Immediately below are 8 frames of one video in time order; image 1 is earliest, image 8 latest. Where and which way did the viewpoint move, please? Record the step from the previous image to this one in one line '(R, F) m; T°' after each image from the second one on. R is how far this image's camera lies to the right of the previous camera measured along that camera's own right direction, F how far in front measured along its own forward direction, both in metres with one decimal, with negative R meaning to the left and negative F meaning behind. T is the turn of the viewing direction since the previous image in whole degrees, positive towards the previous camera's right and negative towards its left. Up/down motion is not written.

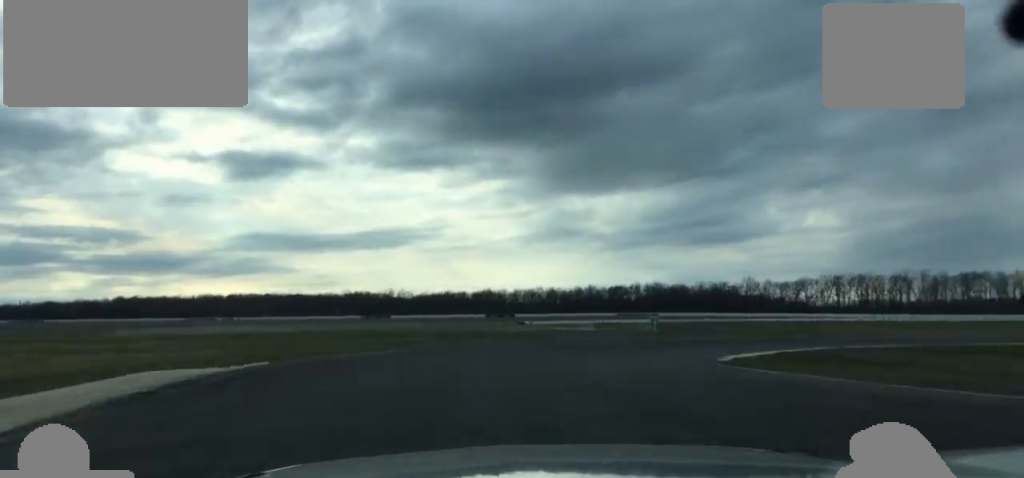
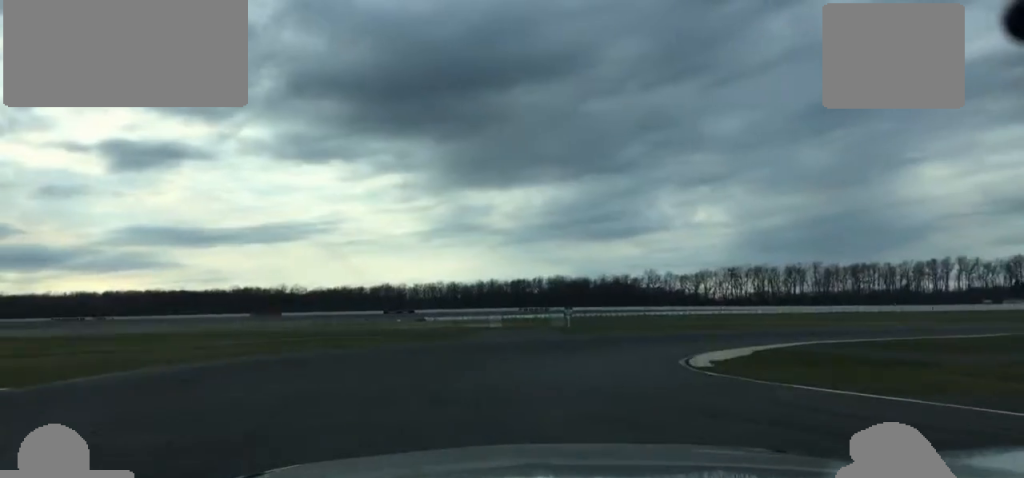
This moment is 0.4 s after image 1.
(+0.7, +9.0) m; +6°
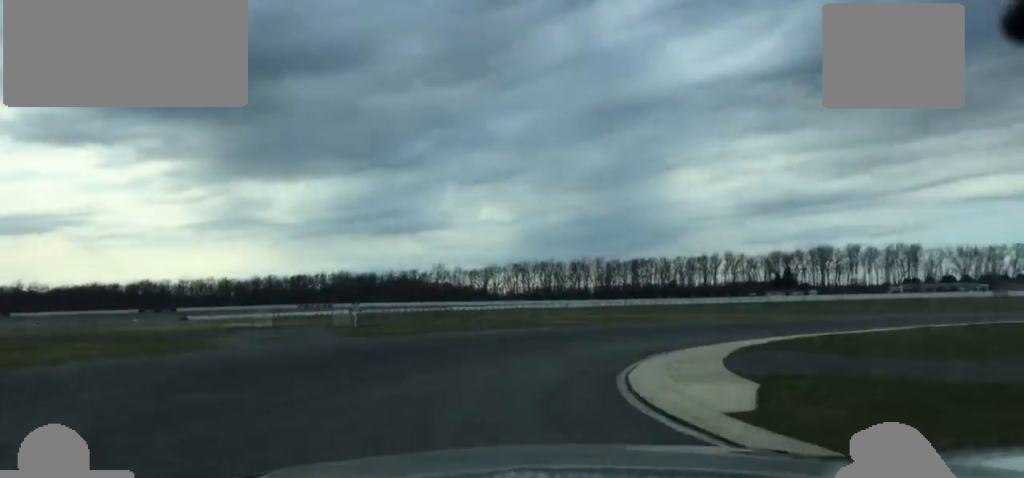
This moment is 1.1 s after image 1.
(+1.3, +16.0) m; +12°
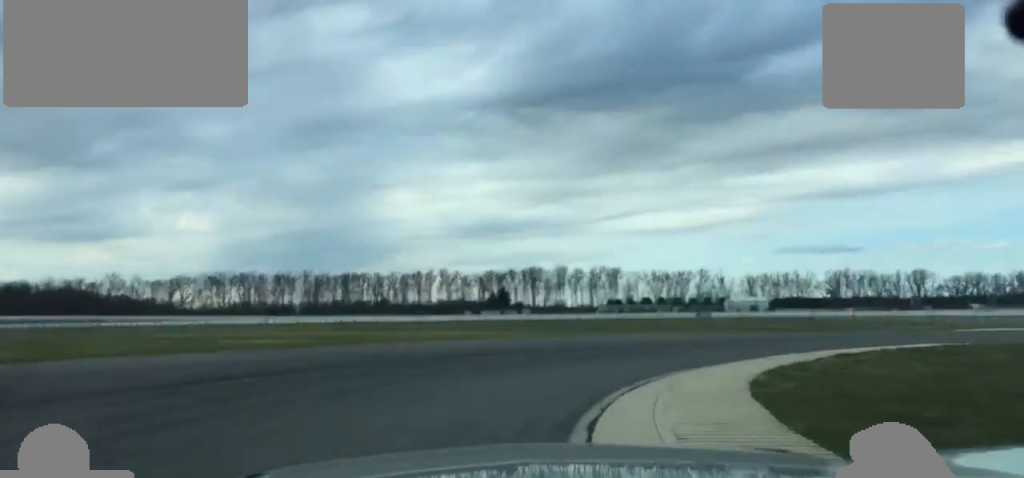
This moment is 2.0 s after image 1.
(+2.2, +18.3) m; +18°
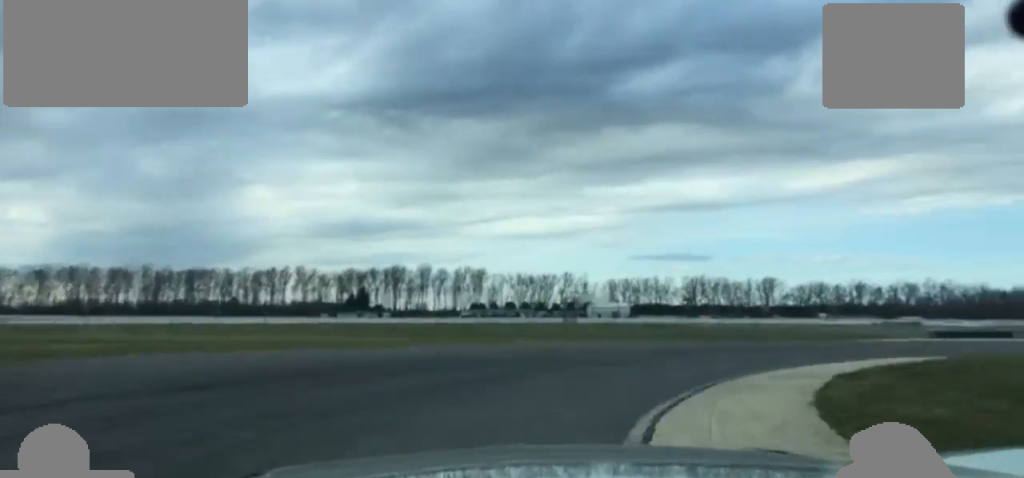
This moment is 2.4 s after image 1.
(+1.1, +8.2) m; +10°
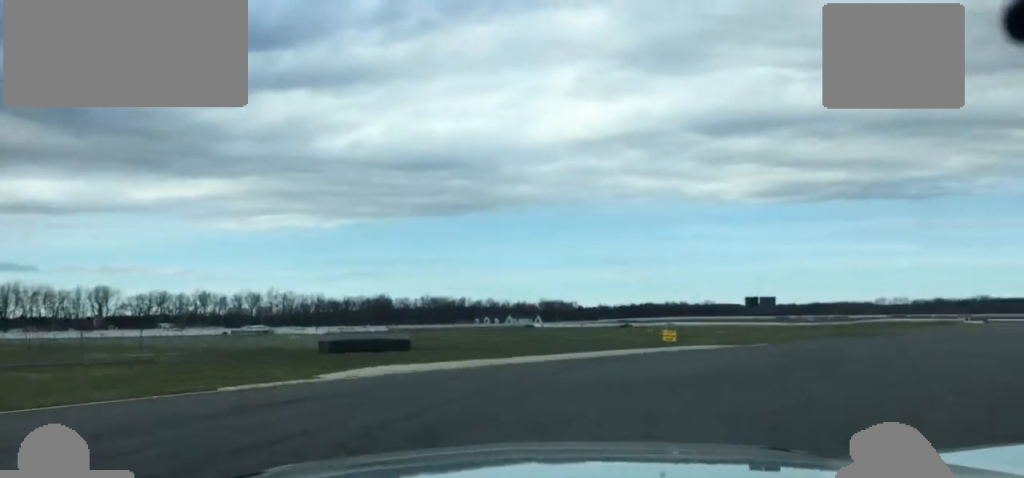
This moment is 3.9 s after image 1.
(+9.4, +28.1) m; +41°
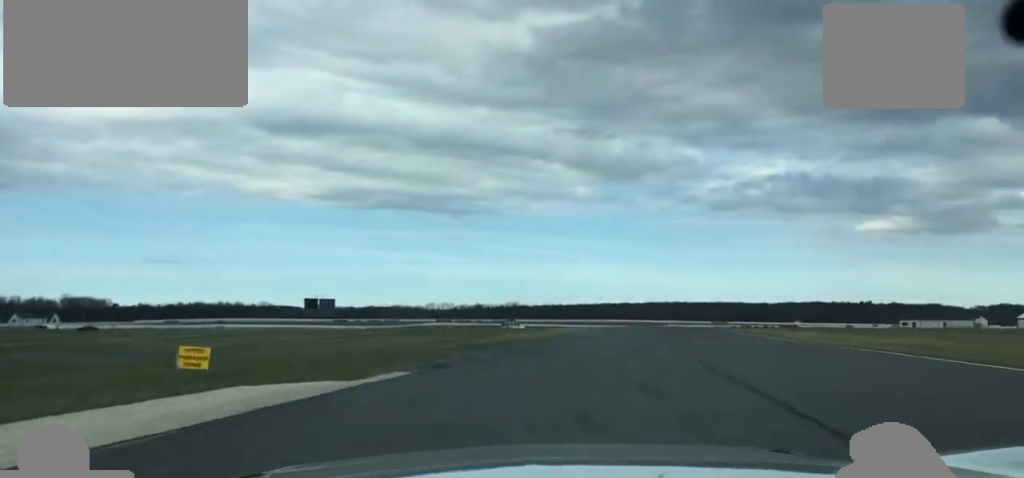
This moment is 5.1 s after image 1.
(+5.5, +20.7) m; +22°
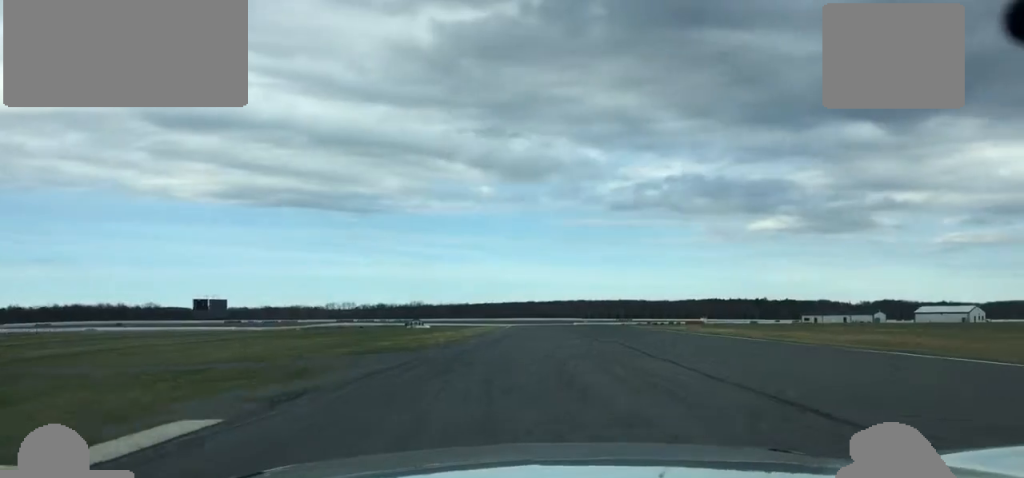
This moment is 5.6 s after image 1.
(+0.7, +9.4) m; +6°
